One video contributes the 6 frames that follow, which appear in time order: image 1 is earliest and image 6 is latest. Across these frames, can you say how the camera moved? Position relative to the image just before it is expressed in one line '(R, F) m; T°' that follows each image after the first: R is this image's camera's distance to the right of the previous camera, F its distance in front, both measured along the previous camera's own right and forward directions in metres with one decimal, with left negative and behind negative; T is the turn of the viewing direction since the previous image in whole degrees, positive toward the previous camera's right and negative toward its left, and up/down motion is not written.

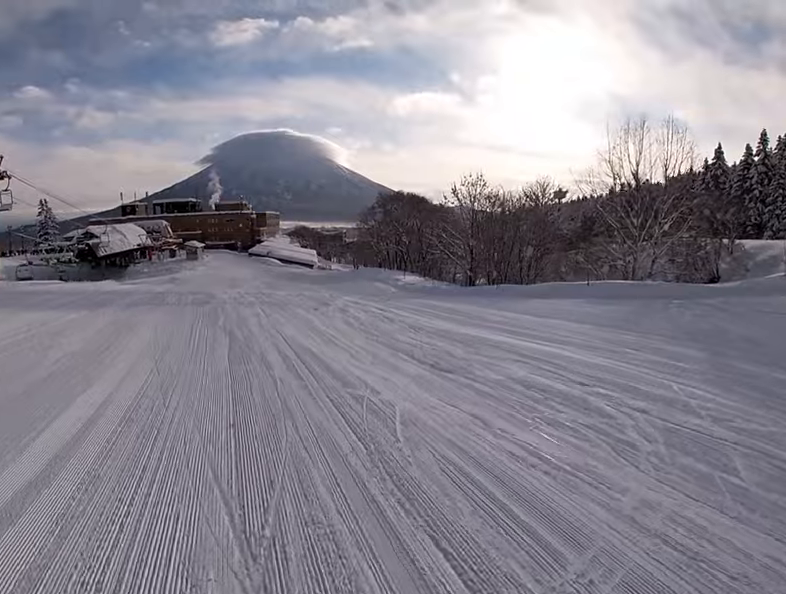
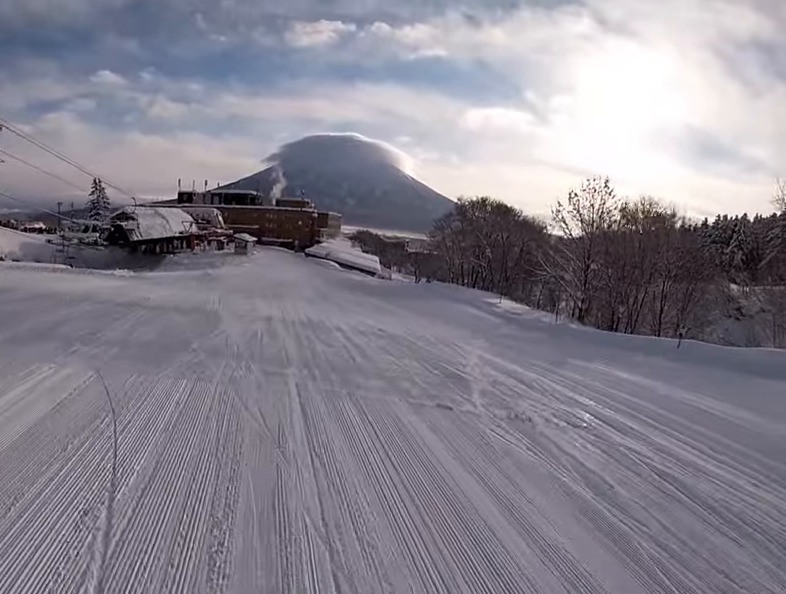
(-1.4, +9.7) m; -6°
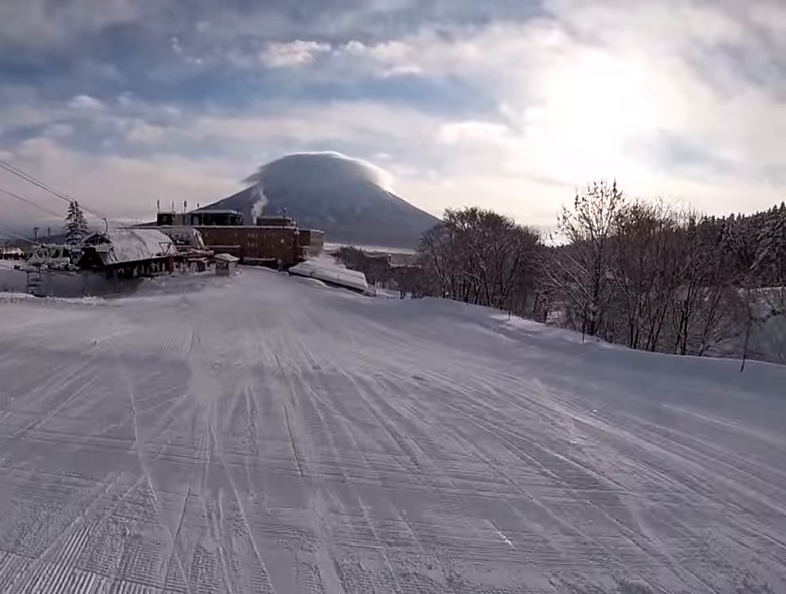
(+0.1, +3.3) m; +1°
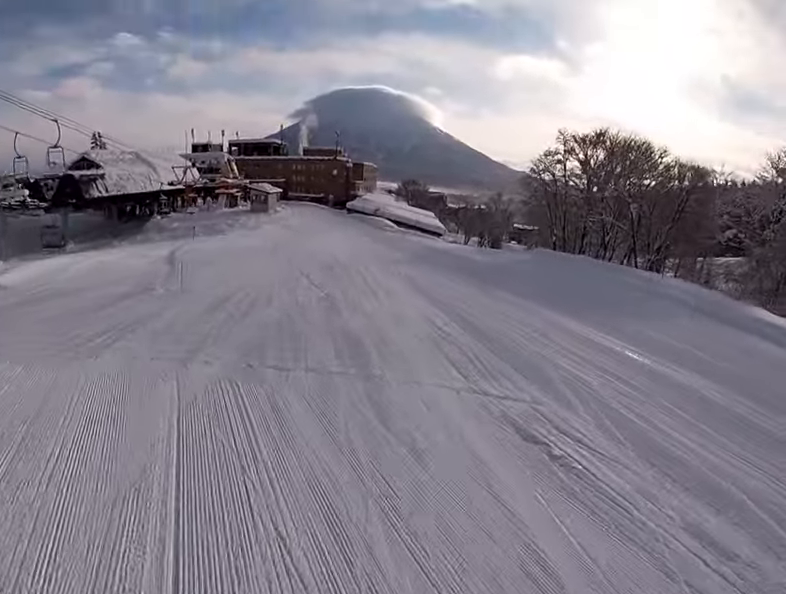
(+0.7, +17.7) m; -2°
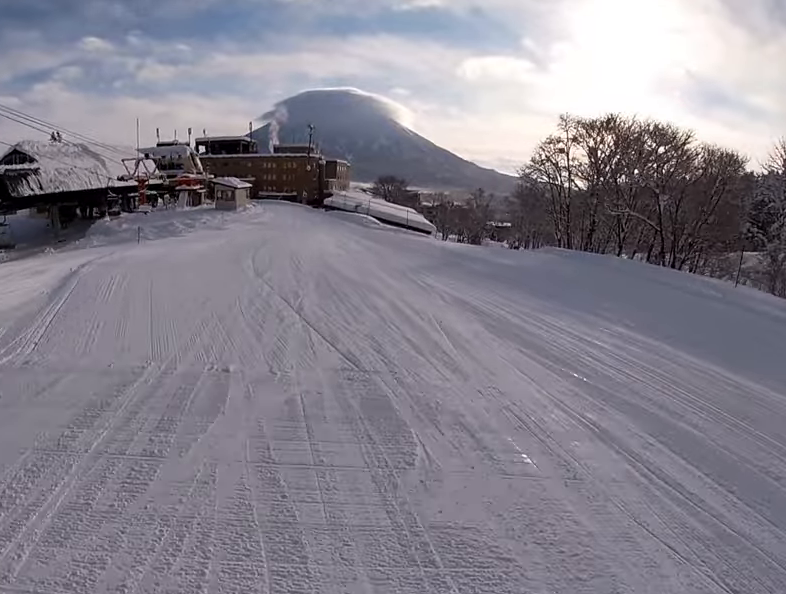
(-1.3, +6.5) m; +4°
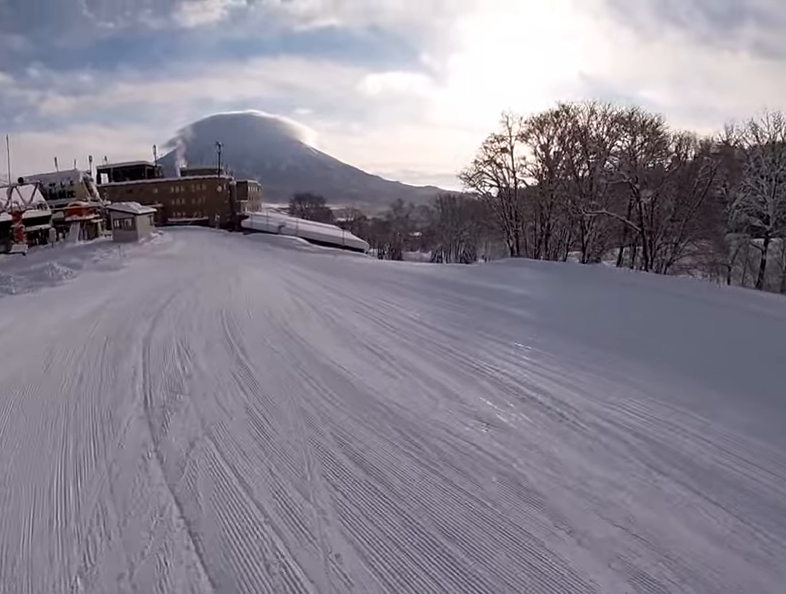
(+1.8, +6.9) m; +9°
